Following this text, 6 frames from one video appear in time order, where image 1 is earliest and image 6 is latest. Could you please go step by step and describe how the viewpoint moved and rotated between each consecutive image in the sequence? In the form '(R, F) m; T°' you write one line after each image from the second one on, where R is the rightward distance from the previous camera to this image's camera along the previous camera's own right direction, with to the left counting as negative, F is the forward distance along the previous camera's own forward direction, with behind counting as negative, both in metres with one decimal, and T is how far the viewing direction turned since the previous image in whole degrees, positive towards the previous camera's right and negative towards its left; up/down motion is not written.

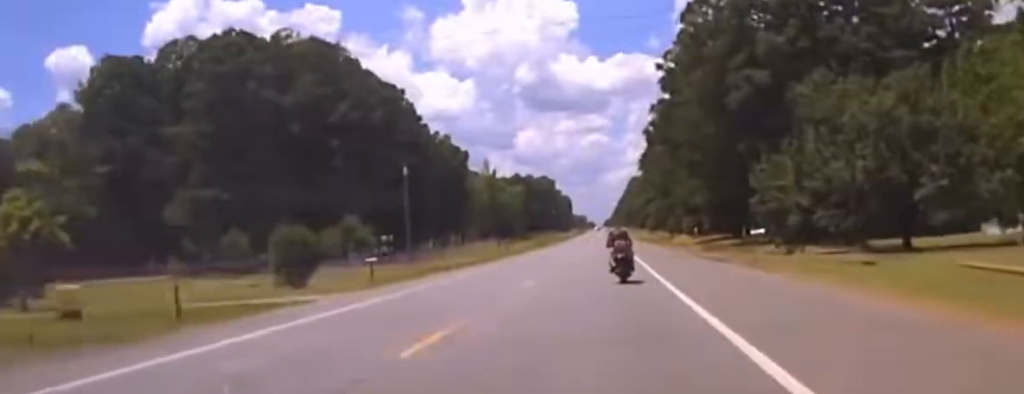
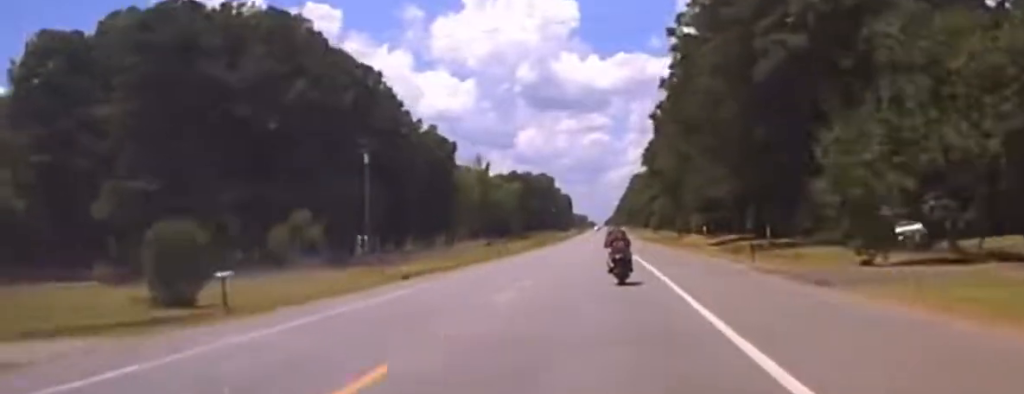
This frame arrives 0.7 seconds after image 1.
(-0.1, +17.2) m; 0°
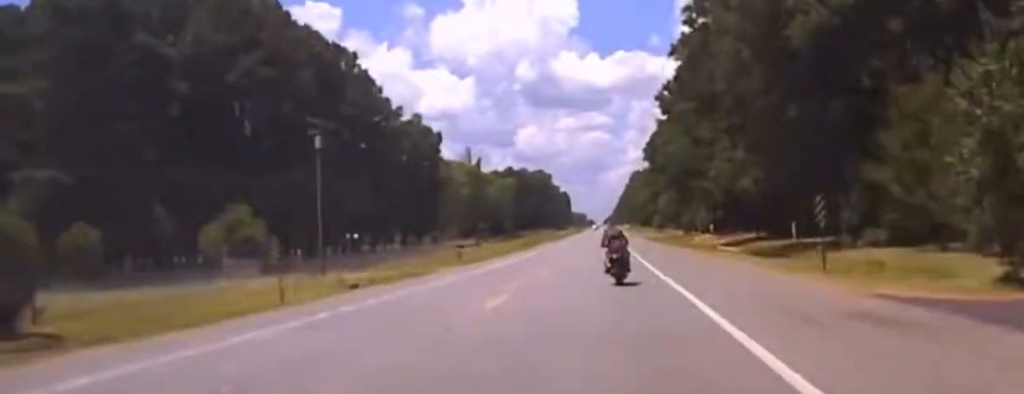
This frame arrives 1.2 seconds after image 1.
(0.0, +14.6) m; 0°
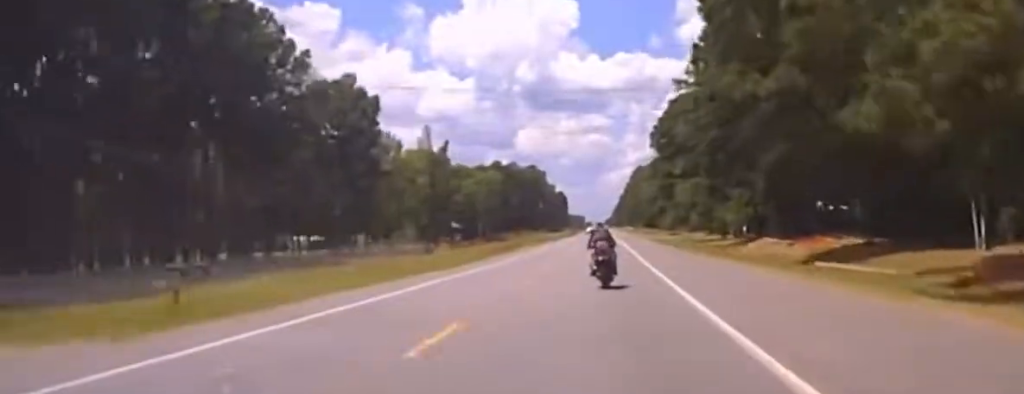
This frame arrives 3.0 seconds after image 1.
(+0.1, +44.6) m; +1°
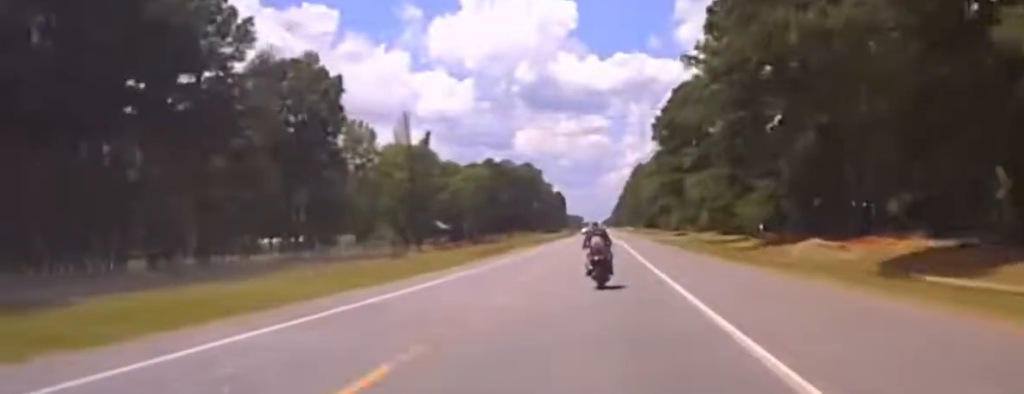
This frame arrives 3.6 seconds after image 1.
(+0.1, +14.2) m; +1°
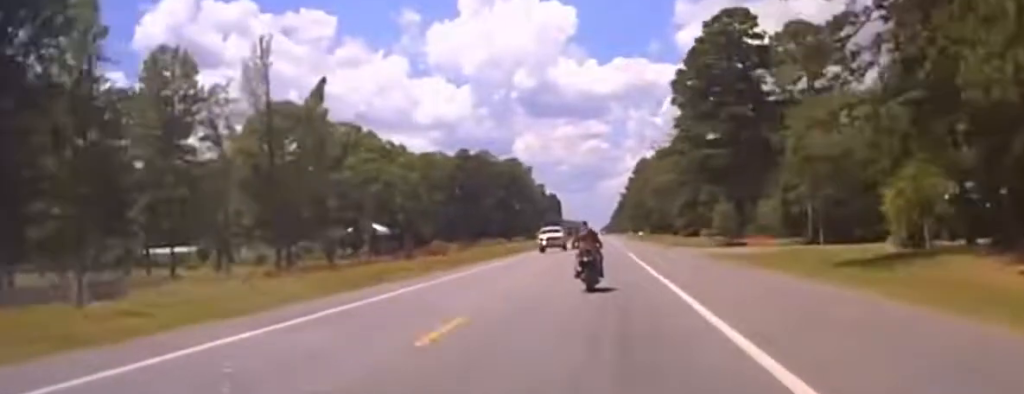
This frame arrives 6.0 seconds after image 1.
(-0.3, +55.6) m; -1°
